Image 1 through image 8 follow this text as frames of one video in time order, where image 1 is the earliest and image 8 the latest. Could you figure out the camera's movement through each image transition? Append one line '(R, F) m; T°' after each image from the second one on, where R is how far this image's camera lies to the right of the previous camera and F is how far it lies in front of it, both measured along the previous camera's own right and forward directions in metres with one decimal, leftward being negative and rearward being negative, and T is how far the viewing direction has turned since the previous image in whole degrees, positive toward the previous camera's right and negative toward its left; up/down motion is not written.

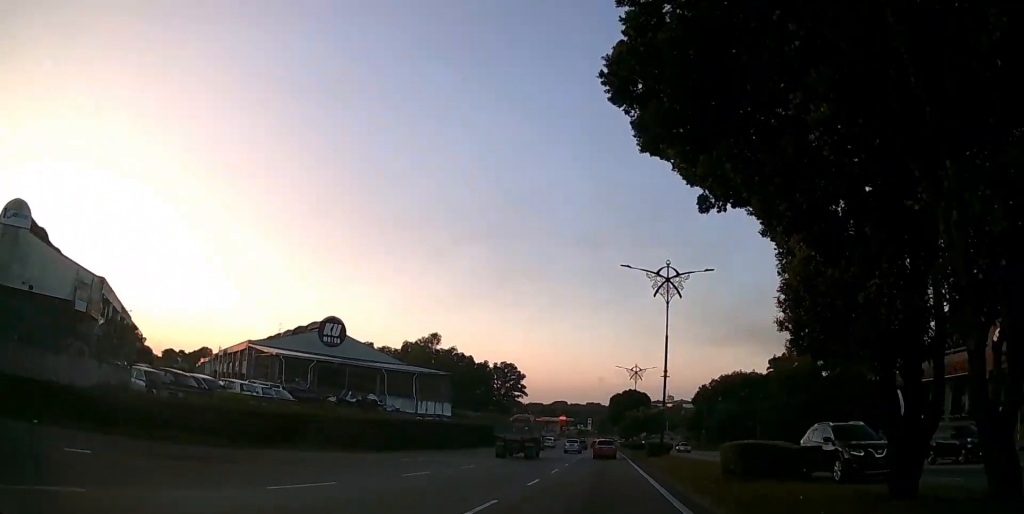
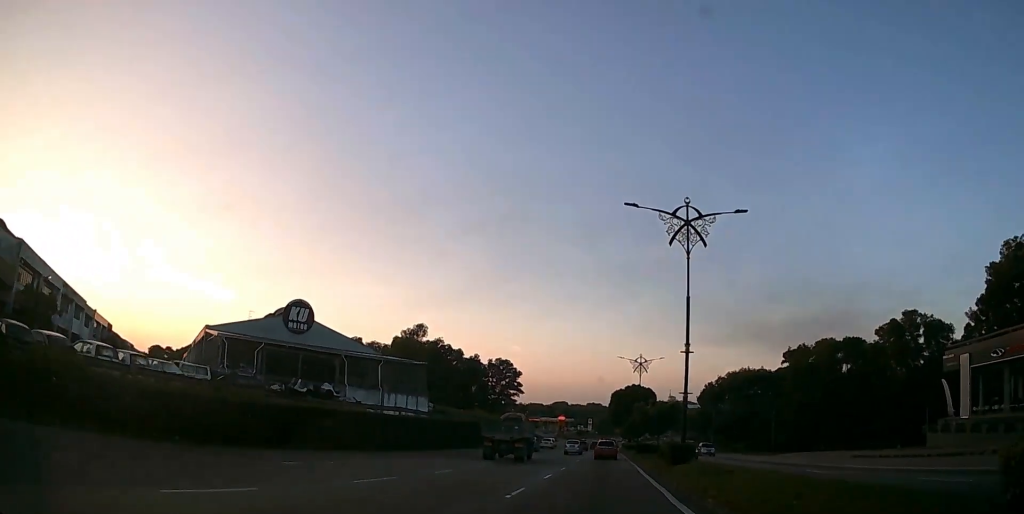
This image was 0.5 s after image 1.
(0.0, +9.0) m; 0°
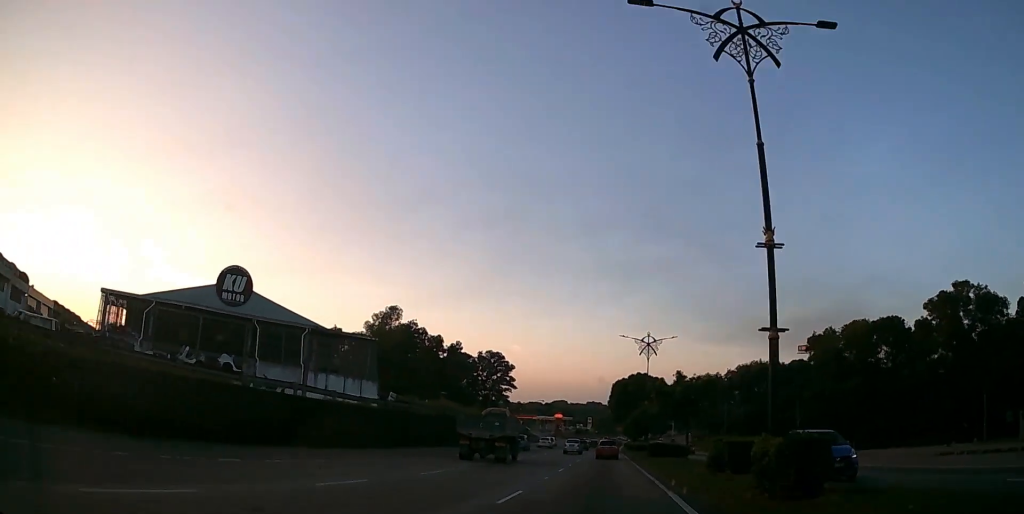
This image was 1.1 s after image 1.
(+0.1, +13.8) m; 0°
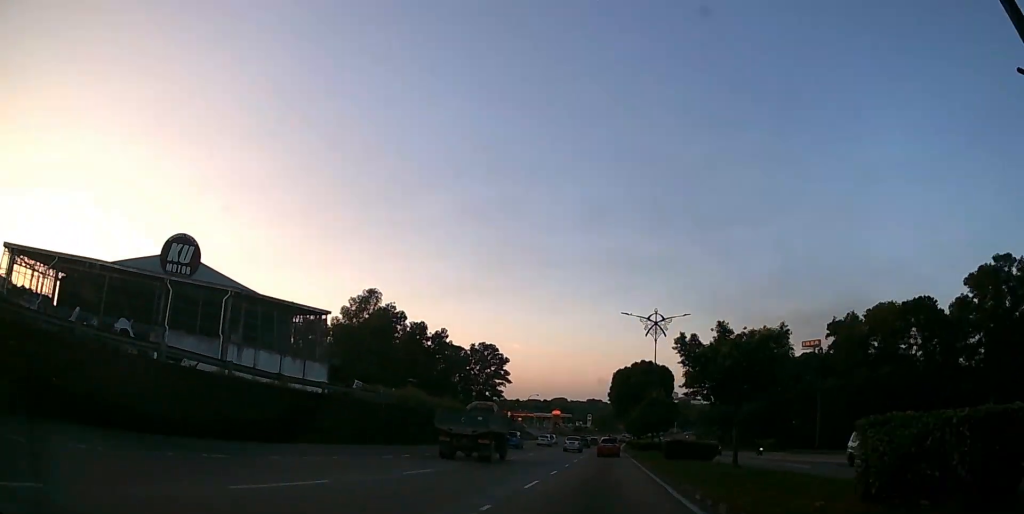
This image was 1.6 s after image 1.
(-0.1, +9.8) m; 0°
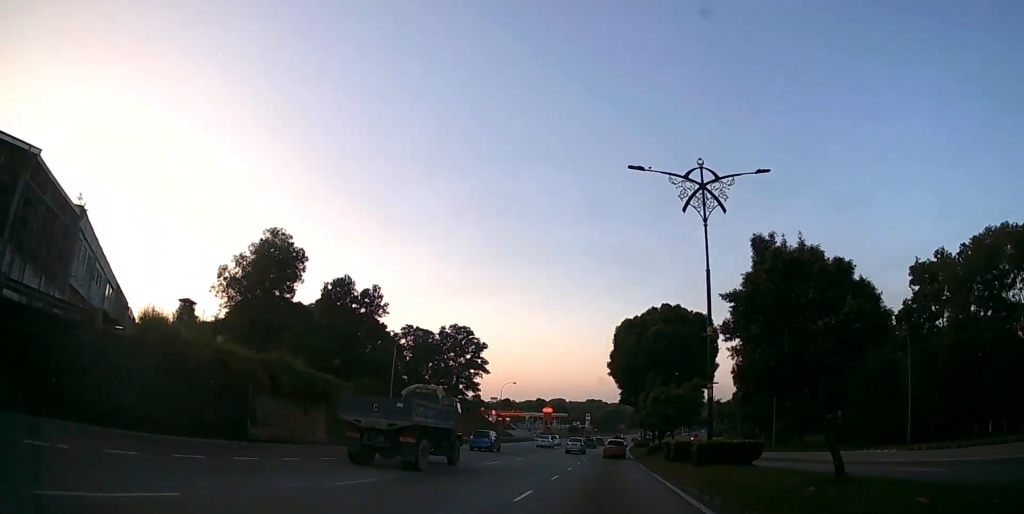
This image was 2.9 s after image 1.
(-0.2, +27.4) m; 0°
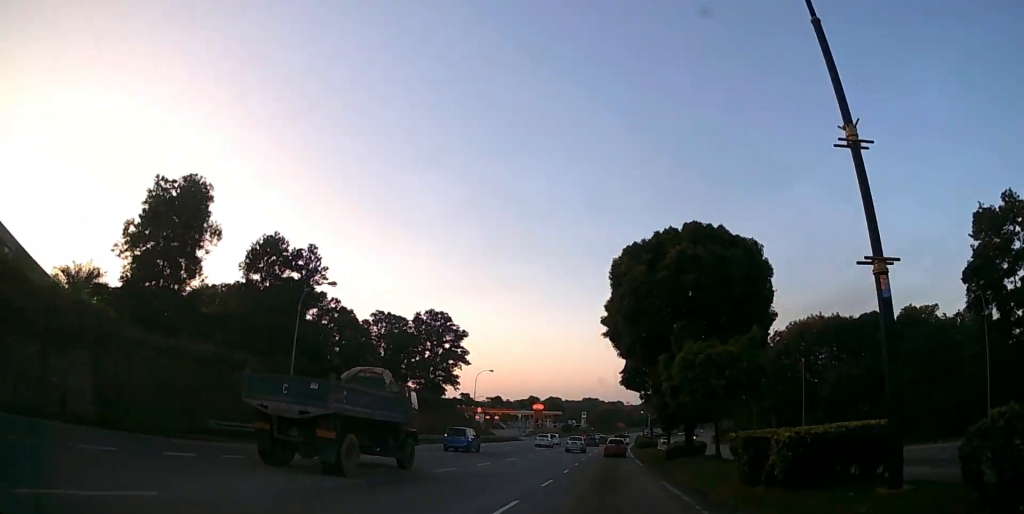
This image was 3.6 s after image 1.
(0.0, +14.5) m; 0°
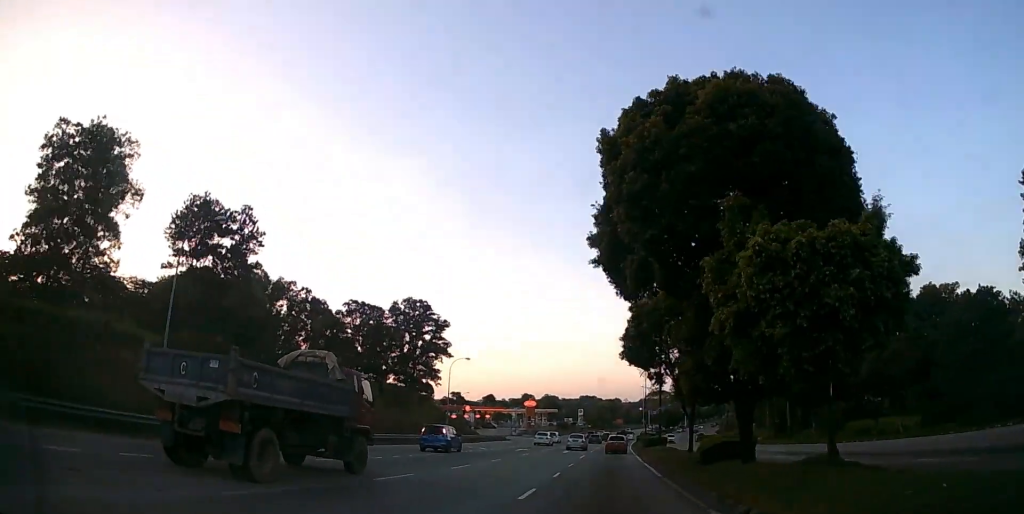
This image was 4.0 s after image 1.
(0.0, +10.2) m; 0°
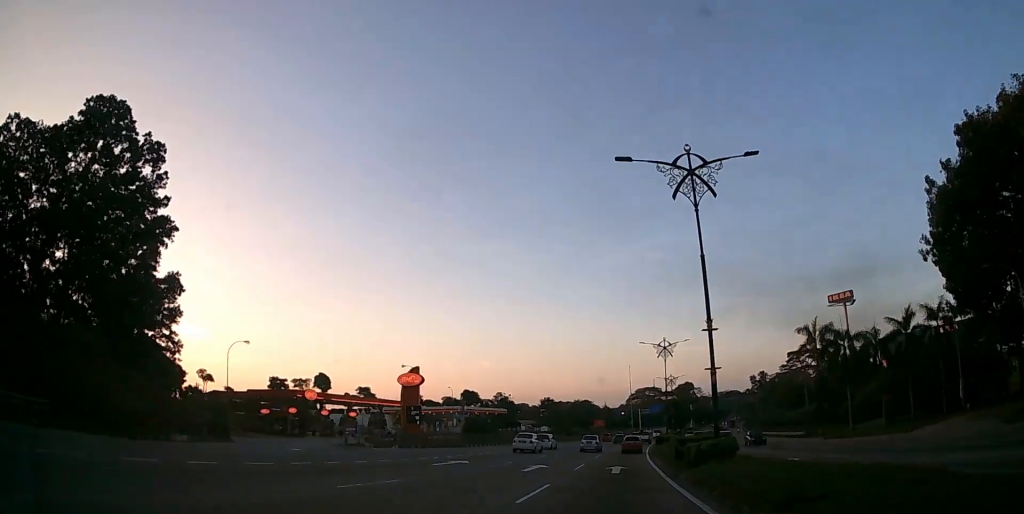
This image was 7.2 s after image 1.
(+1.1, +69.9) m; +2°
